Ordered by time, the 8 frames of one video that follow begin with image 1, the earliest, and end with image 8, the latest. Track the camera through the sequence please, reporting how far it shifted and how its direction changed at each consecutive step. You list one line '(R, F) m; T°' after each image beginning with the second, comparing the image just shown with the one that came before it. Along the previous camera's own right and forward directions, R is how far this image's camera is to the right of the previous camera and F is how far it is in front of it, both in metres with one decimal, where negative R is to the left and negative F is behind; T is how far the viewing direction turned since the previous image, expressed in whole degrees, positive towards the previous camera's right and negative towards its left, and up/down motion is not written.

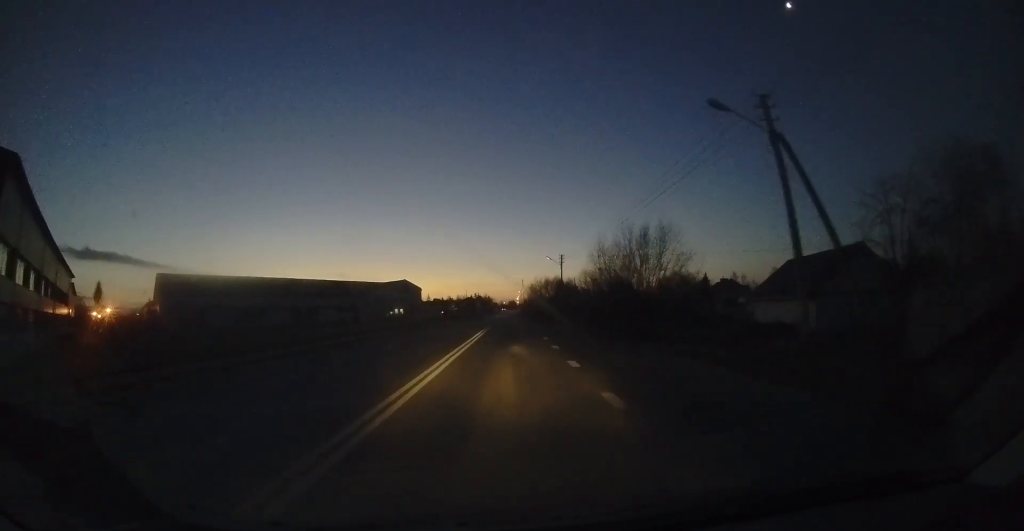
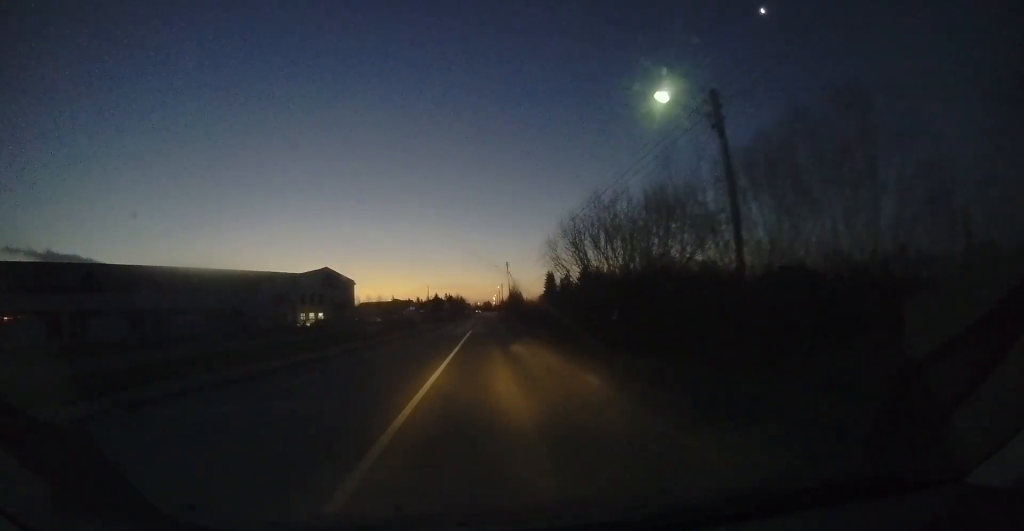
(+1.8, +35.0) m; +6°
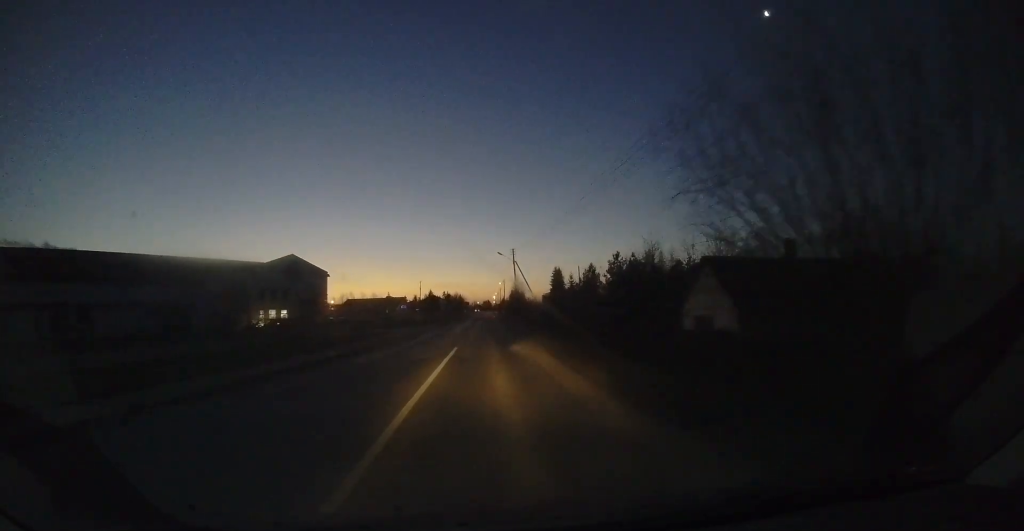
(0.0, +12.3) m; -1°
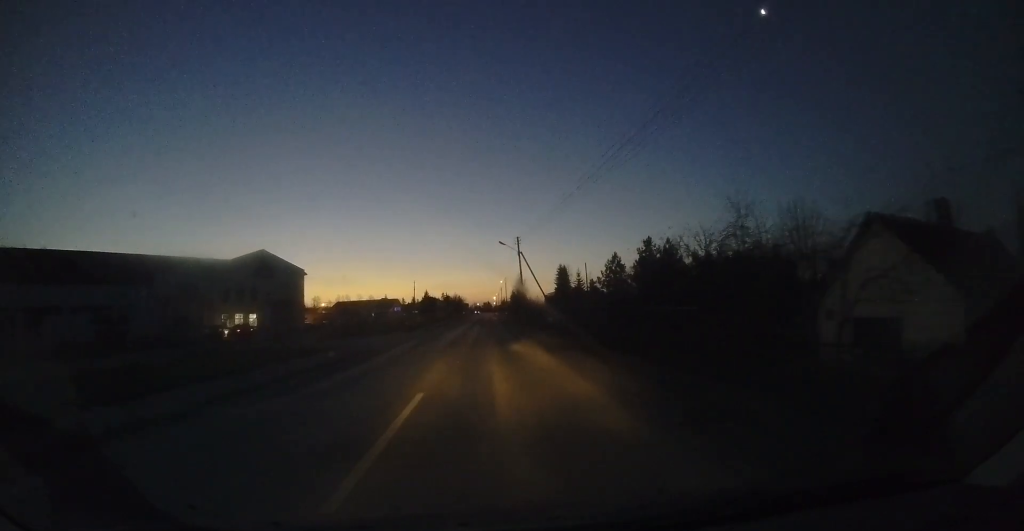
(0.0, +7.9) m; 0°
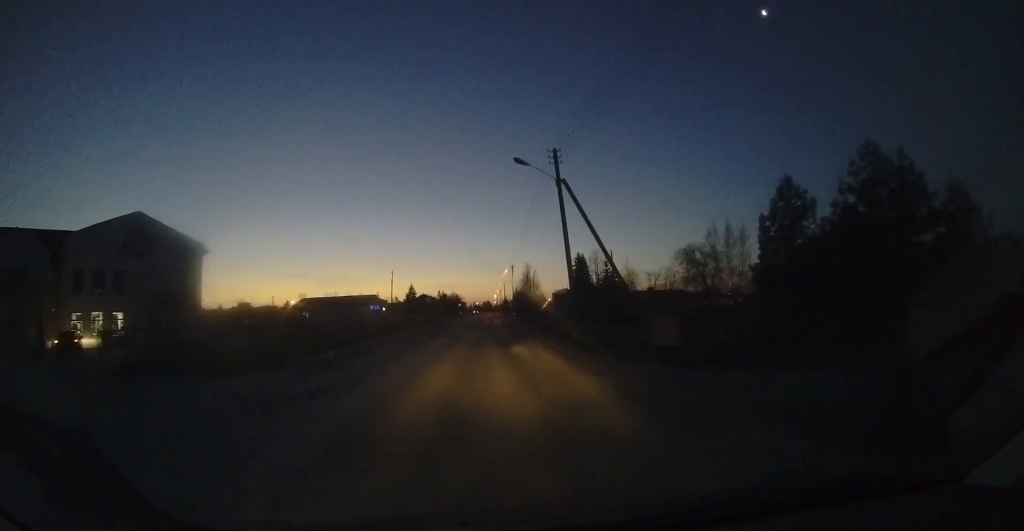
(+0.1, +20.8) m; +2°
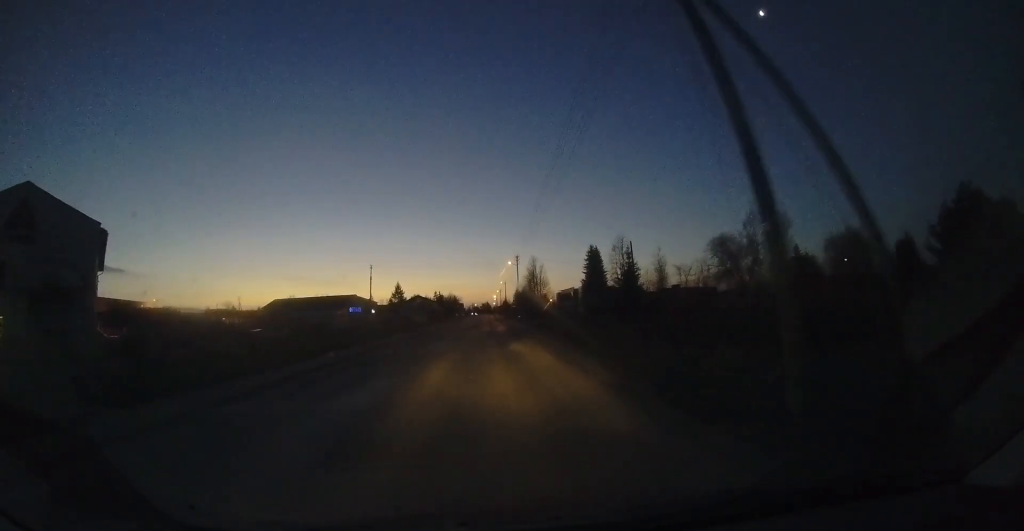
(+0.2, +11.6) m; 0°
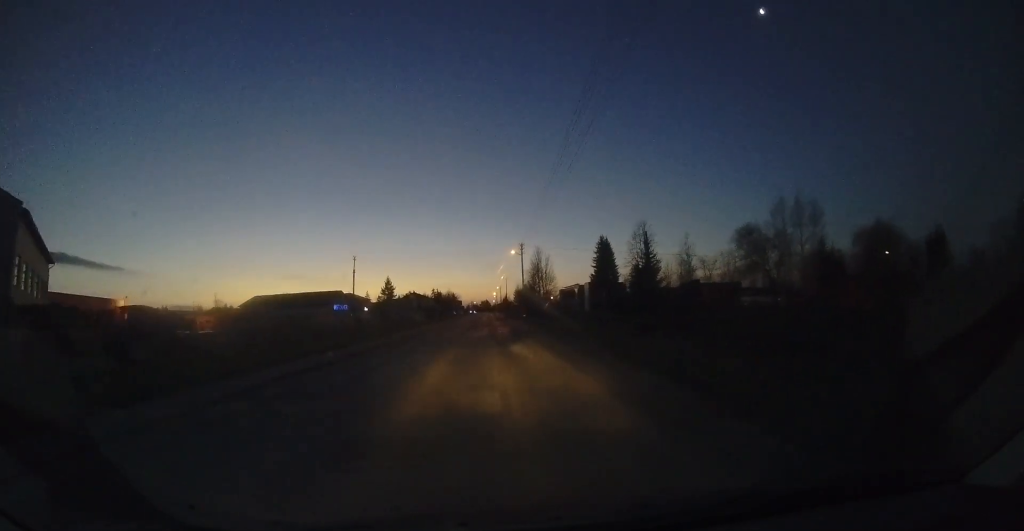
(+0.1, +6.6) m; -1°
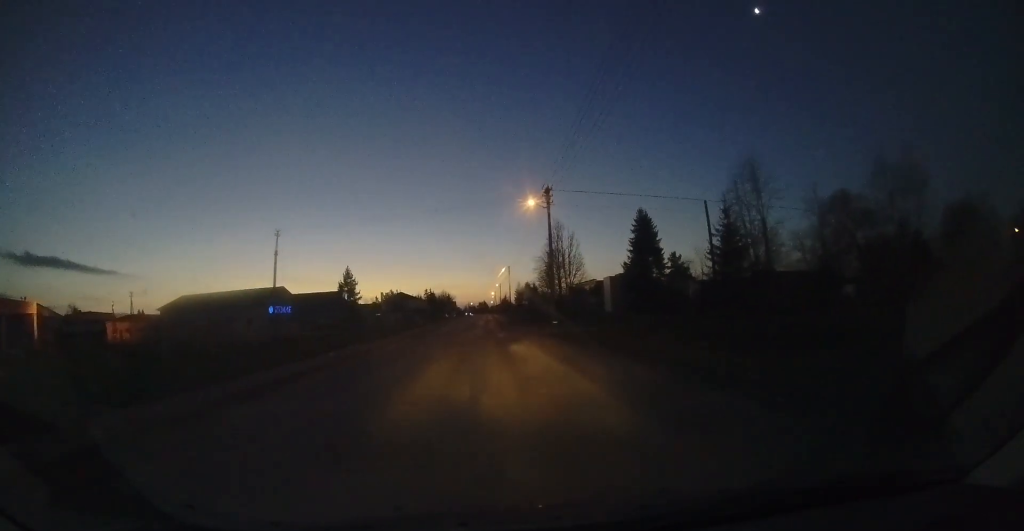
(-0.5, +18.5) m; -2°
